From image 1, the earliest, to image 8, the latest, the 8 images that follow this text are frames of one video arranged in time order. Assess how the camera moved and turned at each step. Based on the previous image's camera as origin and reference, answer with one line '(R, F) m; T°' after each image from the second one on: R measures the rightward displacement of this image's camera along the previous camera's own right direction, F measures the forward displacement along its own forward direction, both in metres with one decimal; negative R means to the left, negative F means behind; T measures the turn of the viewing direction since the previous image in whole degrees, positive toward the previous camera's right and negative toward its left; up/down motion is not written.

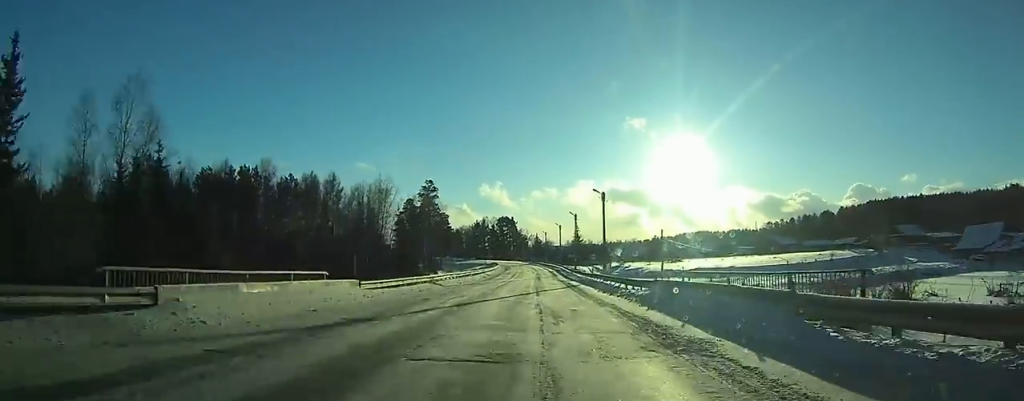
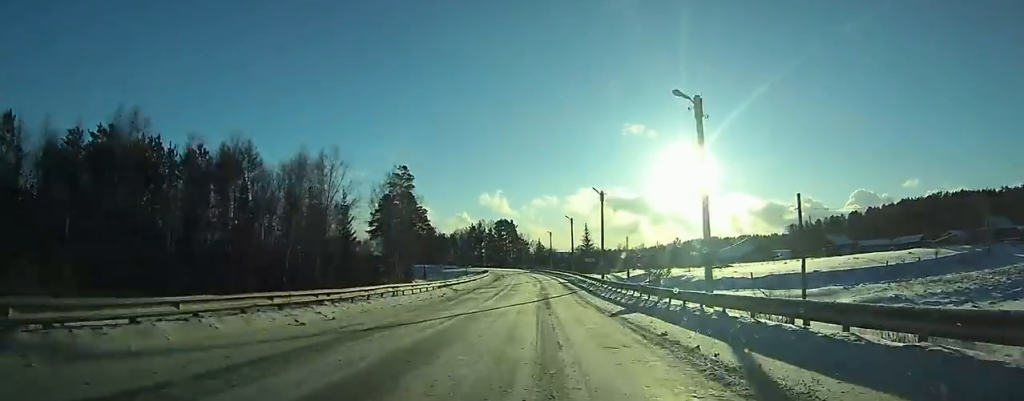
(0.0, +31.6) m; 0°
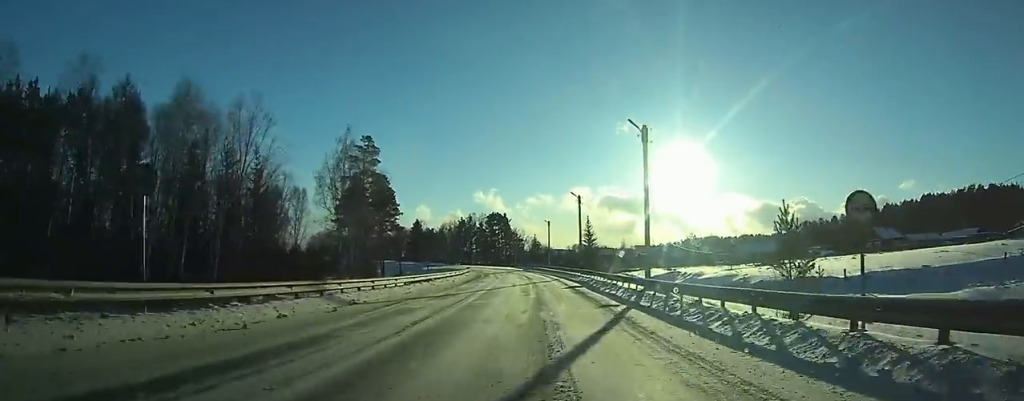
(0.0, +22.7) m; 0°
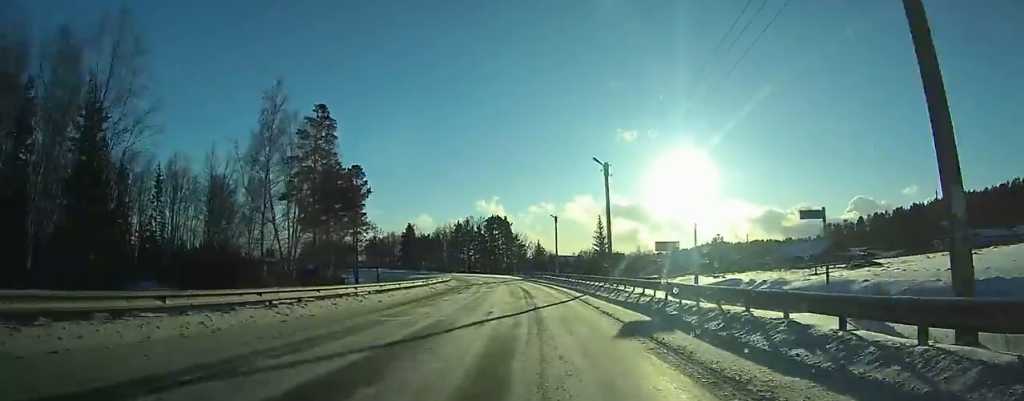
(0.0, +21.1) m; 0°
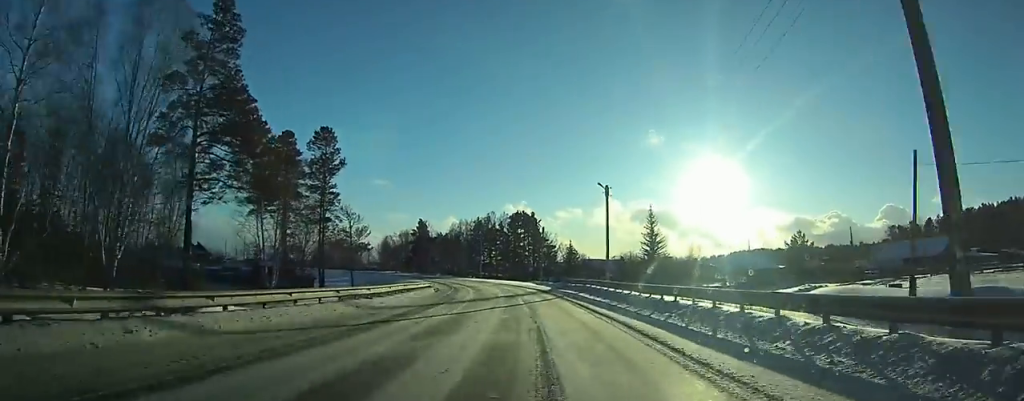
(-0.1, +29.8) m; -2°
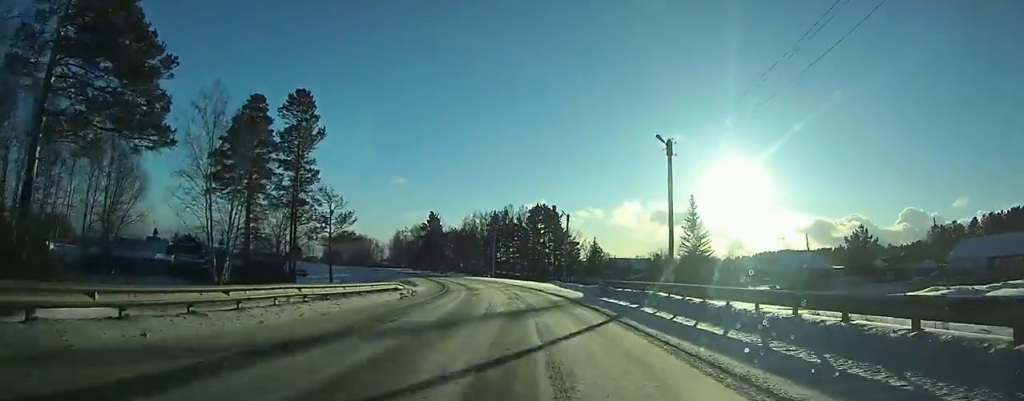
(-0.3, +15.3) m; -2°
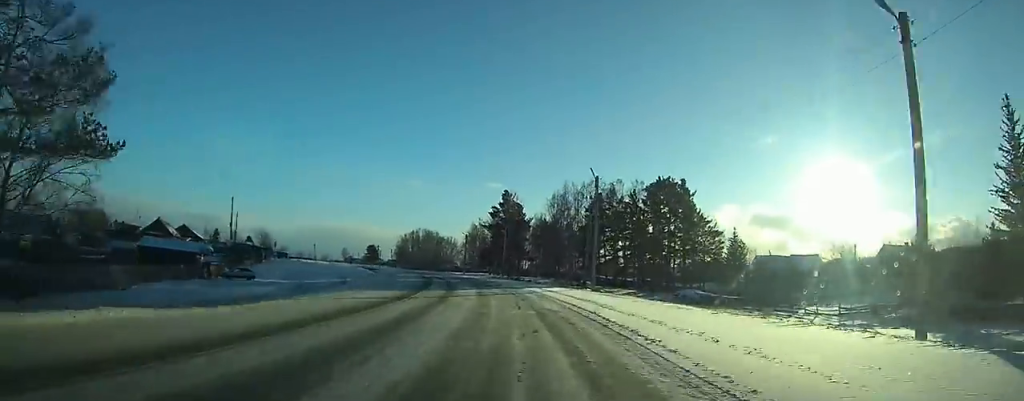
(-3.3, +52.1) m; -9°
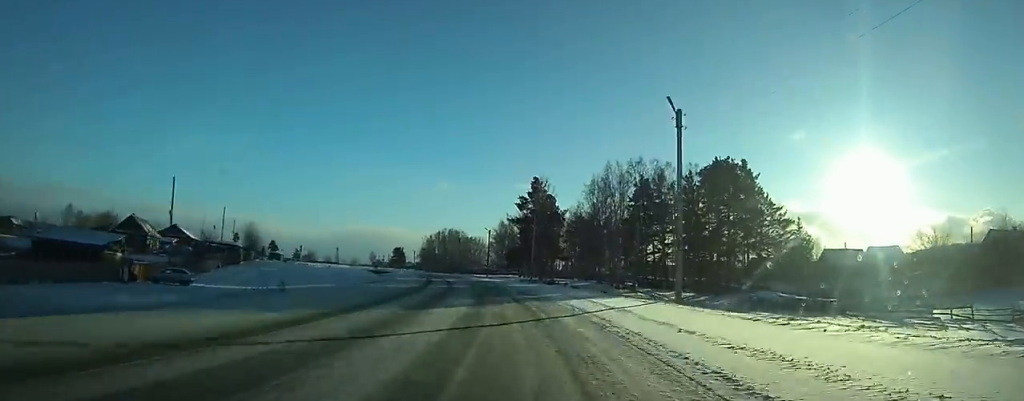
(-0.4, +18.6) m; -4°
